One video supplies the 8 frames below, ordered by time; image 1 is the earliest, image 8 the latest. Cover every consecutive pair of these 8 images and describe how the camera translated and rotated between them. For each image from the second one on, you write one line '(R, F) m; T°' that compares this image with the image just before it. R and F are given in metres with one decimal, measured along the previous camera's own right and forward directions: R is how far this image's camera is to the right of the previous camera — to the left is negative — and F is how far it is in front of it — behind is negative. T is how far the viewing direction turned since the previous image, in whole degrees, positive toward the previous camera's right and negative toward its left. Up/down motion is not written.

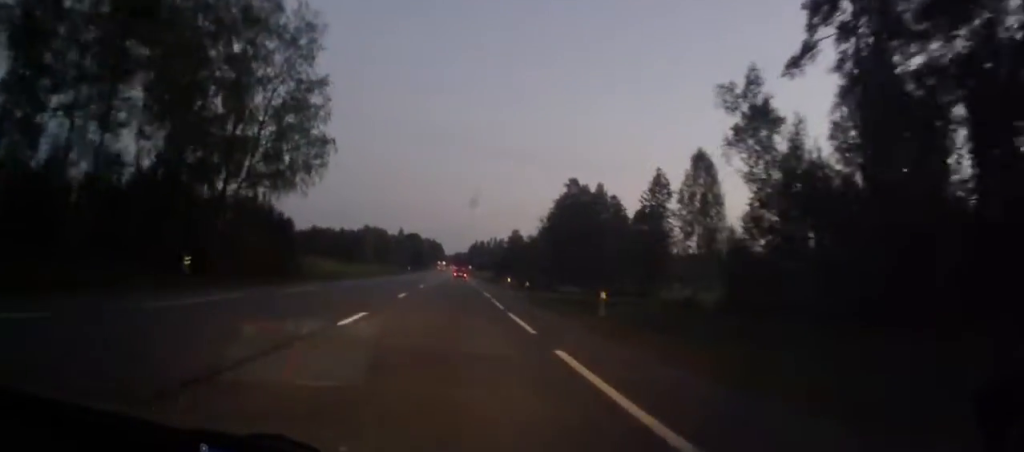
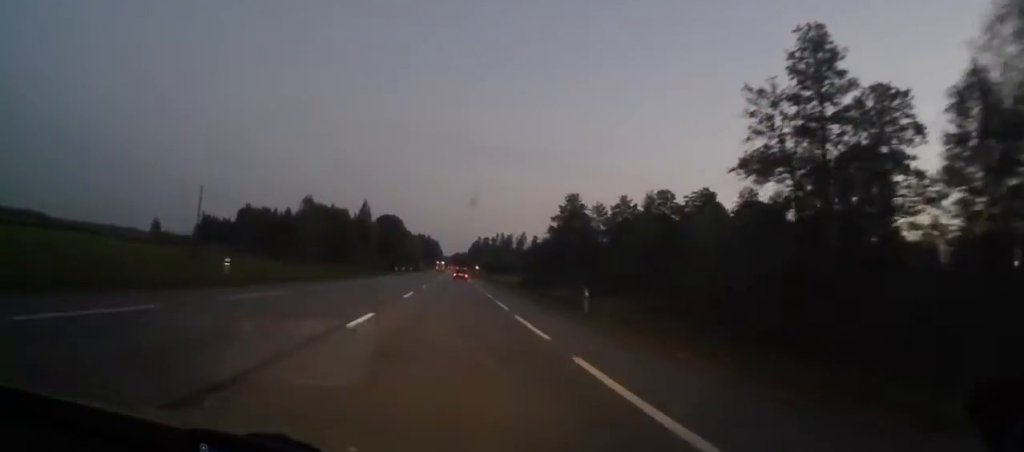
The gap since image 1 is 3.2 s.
(-0.1, +95.3) m; 0°
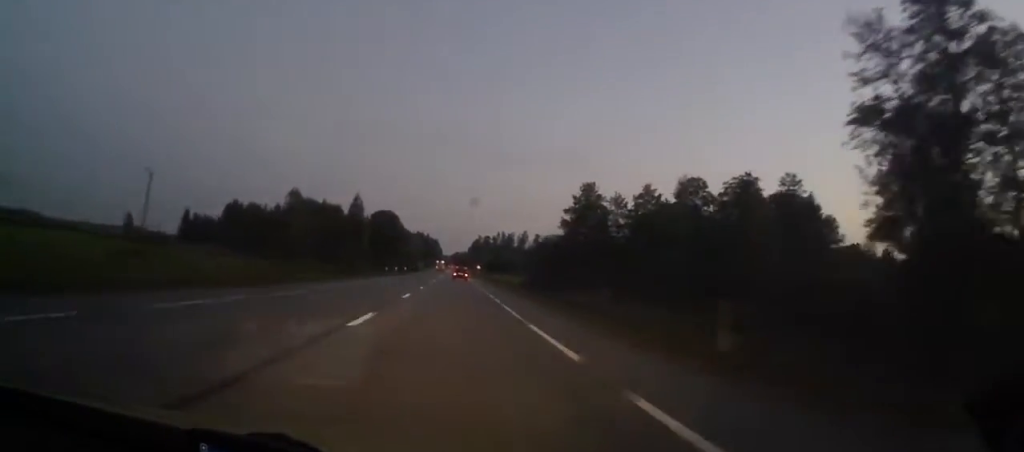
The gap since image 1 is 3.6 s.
(+0.1, +12.0) m; 0°
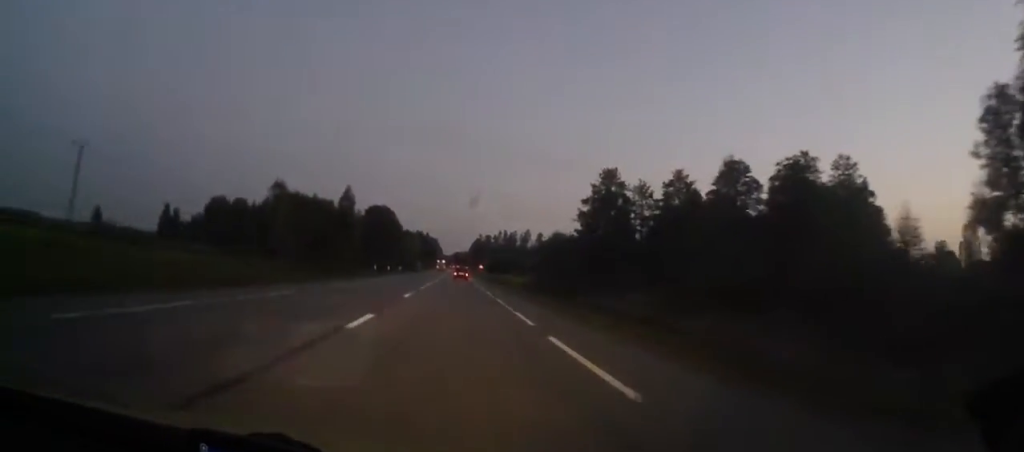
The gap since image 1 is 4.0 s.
(-0.1, +12.0) m; 0°
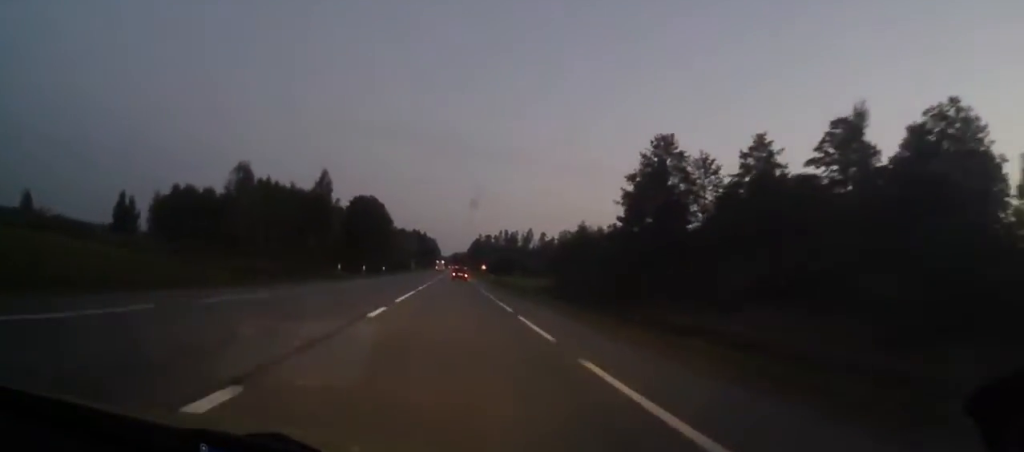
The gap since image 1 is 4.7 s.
(-0.1, +21.1) m; 0°
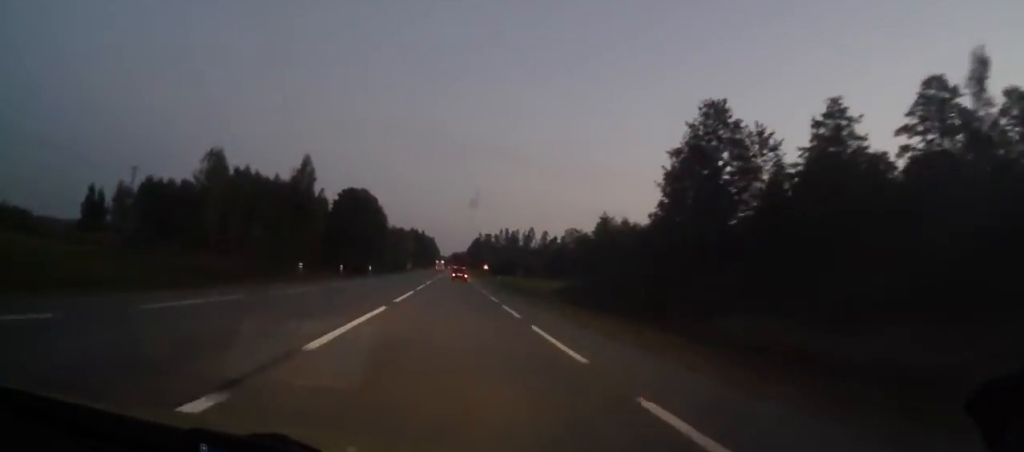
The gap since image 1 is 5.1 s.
(0.0, +12.1) m; 0°
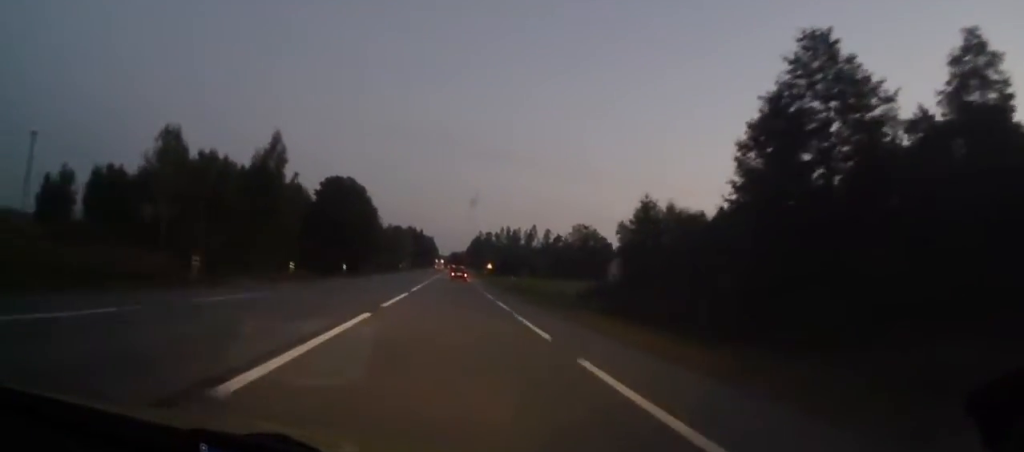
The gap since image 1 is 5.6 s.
(-0.1, +15.2) m; 0°
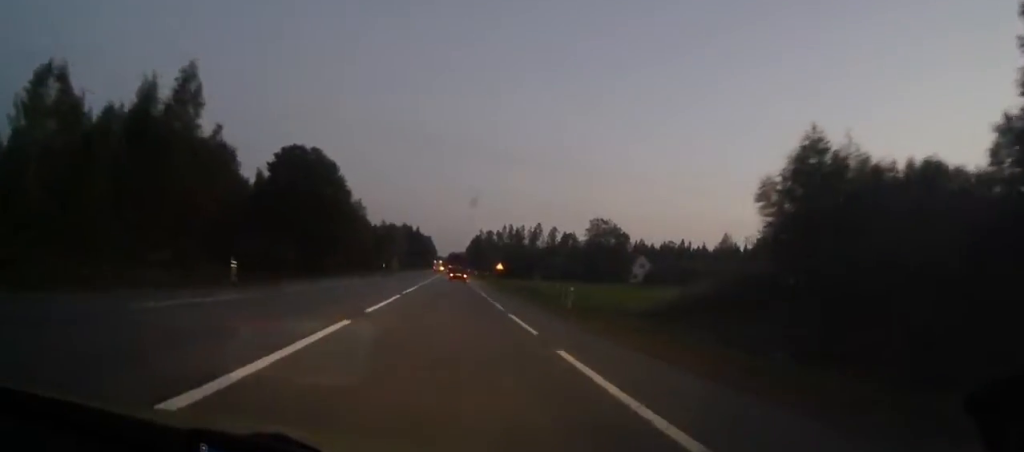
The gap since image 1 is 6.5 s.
(+0.2, +26.2) m; 0°
